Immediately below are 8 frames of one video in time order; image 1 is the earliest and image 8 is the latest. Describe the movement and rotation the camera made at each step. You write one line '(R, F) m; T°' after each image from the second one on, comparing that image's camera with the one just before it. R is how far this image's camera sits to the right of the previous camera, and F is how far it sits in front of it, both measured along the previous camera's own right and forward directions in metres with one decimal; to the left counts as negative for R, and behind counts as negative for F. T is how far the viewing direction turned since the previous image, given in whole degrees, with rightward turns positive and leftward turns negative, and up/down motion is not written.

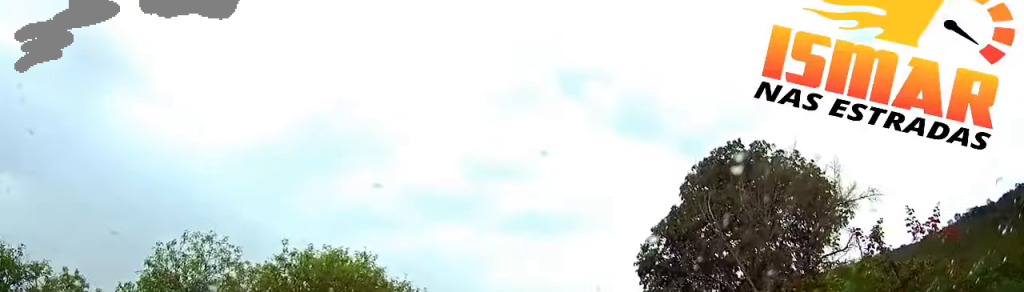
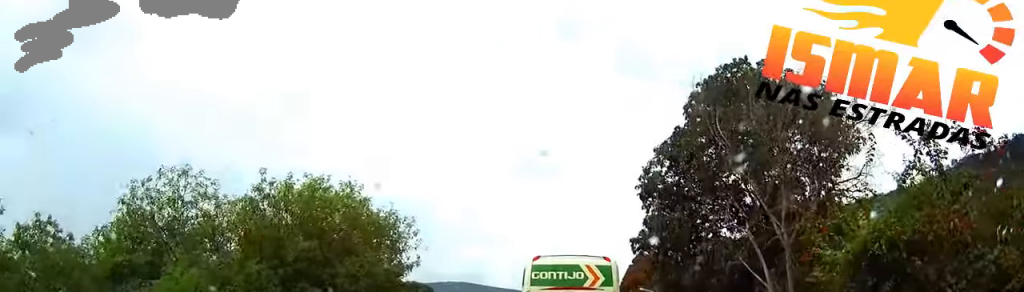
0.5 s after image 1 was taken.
(0.0, +2.2) m; 0°
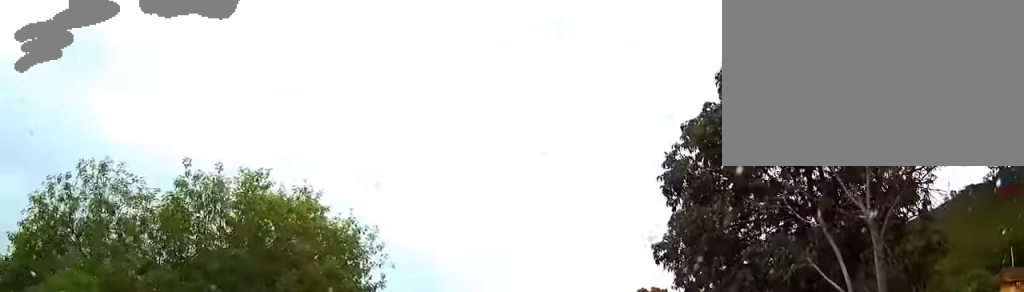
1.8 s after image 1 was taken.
(+0.1, +6.9) m; +3°
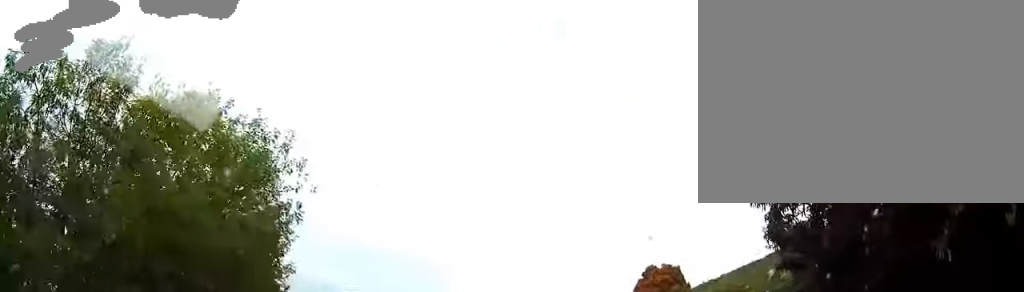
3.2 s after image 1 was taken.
(0.0, +9.6) m; -1°
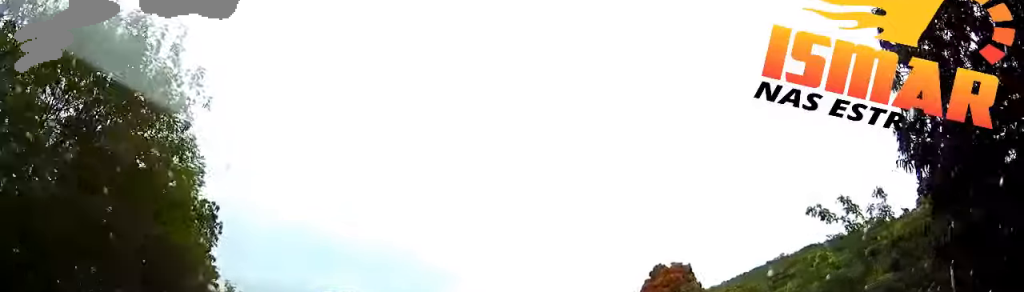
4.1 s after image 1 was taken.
(-0.1, +6.6) m; -1°
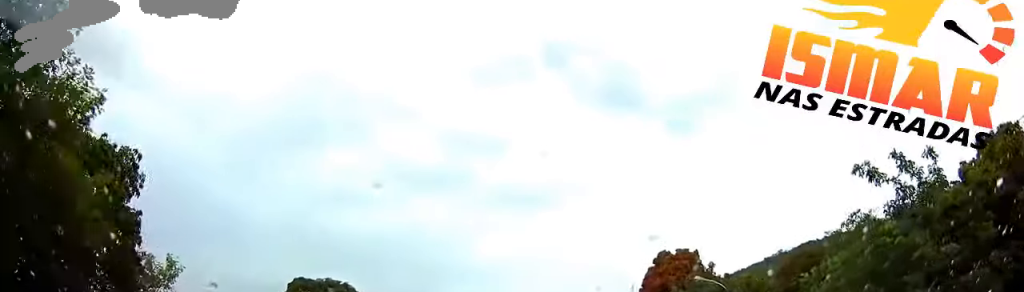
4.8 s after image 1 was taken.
(0.0, +5.6) m; 0°
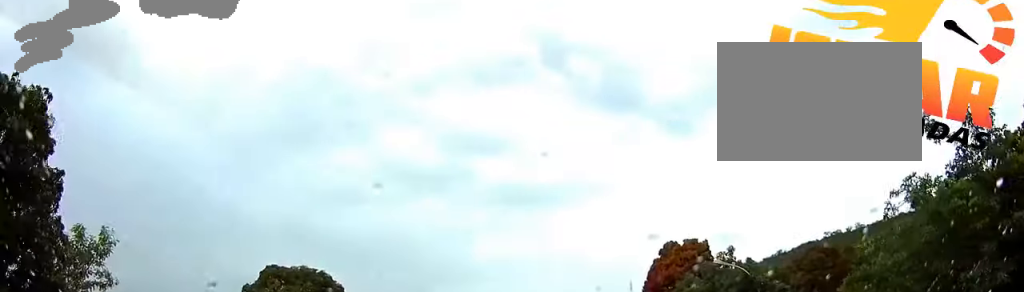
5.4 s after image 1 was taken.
(-0.1, +5.0) m; 0°
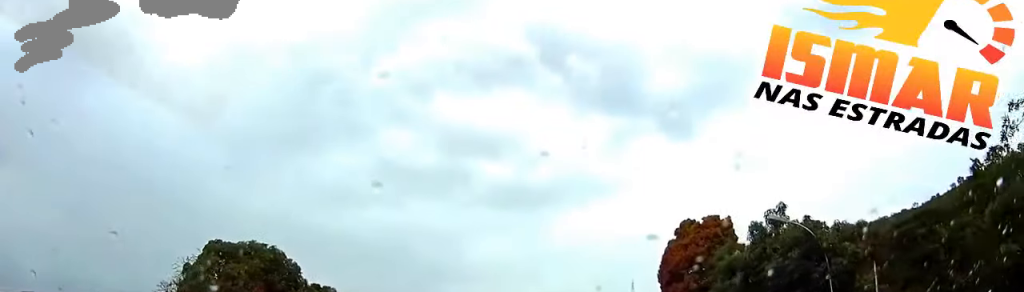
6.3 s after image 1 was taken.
(+0.1, +8.5) m; +1°
